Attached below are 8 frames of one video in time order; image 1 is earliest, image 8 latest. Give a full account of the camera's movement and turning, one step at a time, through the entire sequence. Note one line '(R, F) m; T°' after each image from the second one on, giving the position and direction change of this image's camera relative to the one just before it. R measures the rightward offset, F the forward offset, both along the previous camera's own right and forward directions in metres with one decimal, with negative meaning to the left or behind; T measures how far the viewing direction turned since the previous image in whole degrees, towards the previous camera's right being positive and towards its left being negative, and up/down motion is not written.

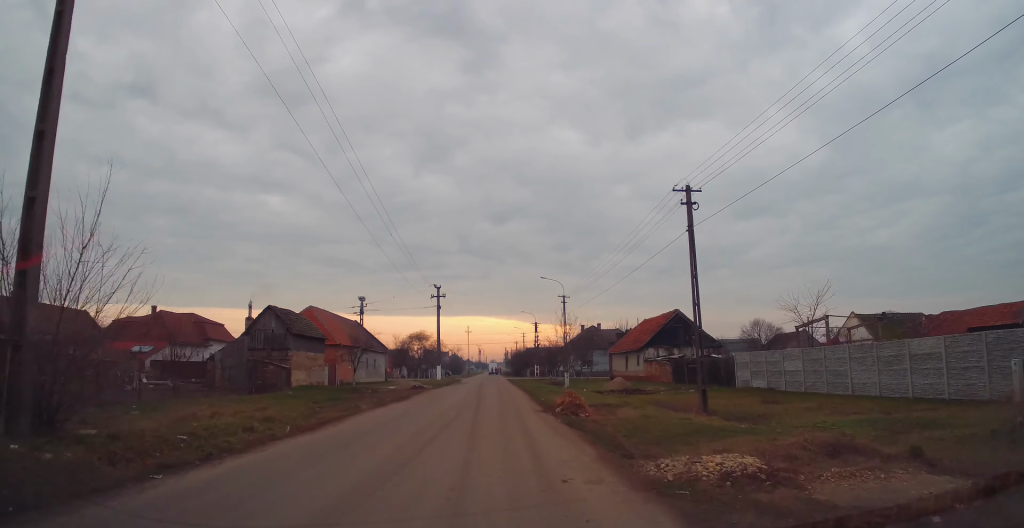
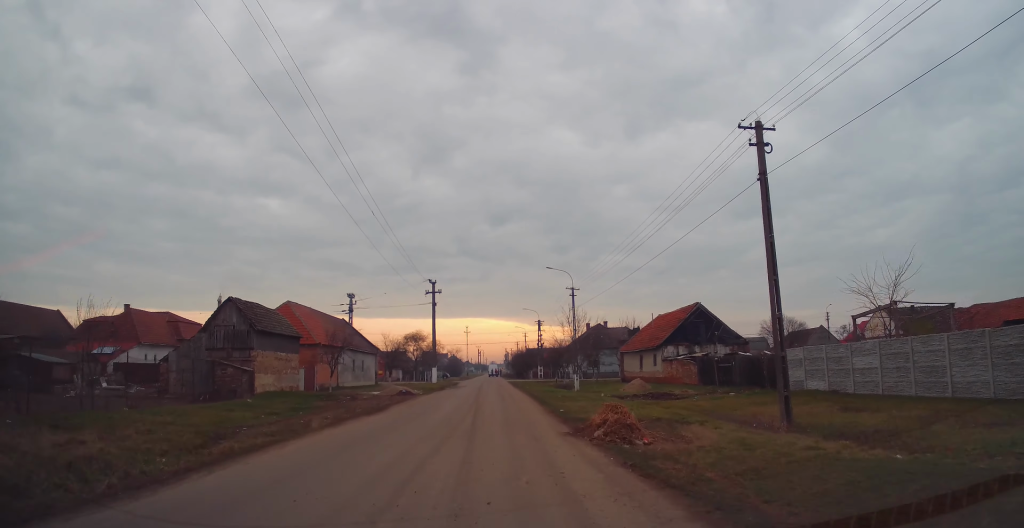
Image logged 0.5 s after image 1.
(-0.2, +6.4) m; +1°
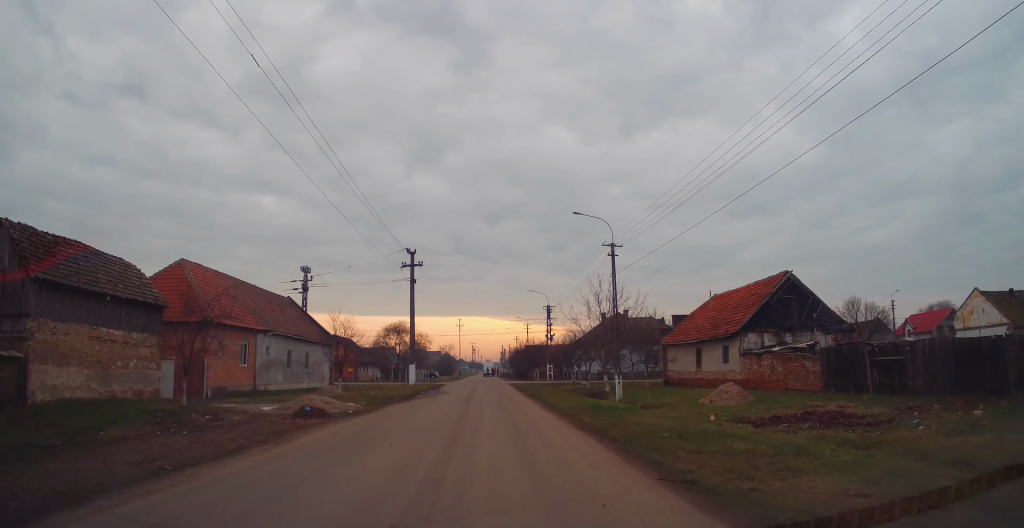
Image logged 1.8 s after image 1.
(+0.6, +18.0) m; +1°
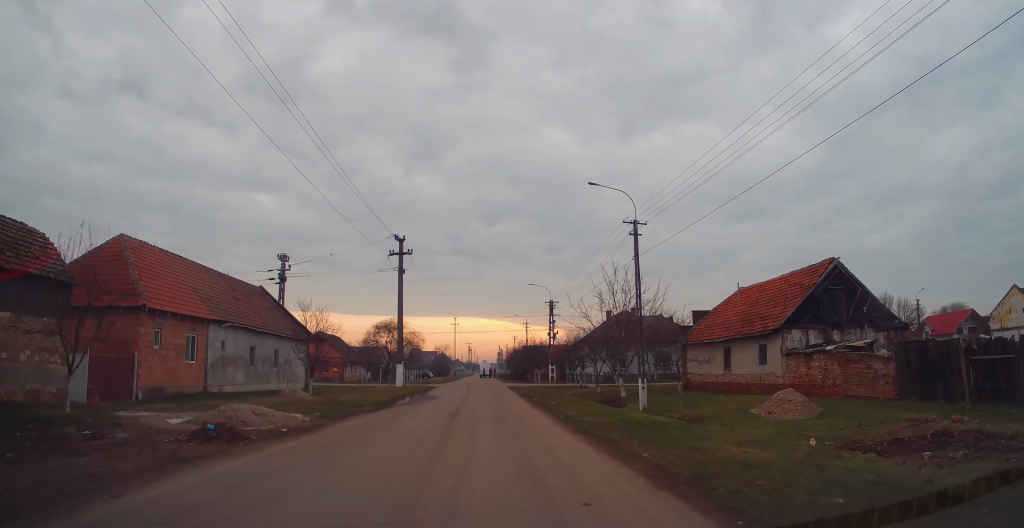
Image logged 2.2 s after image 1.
(-0.1, +6.0) m; -1°
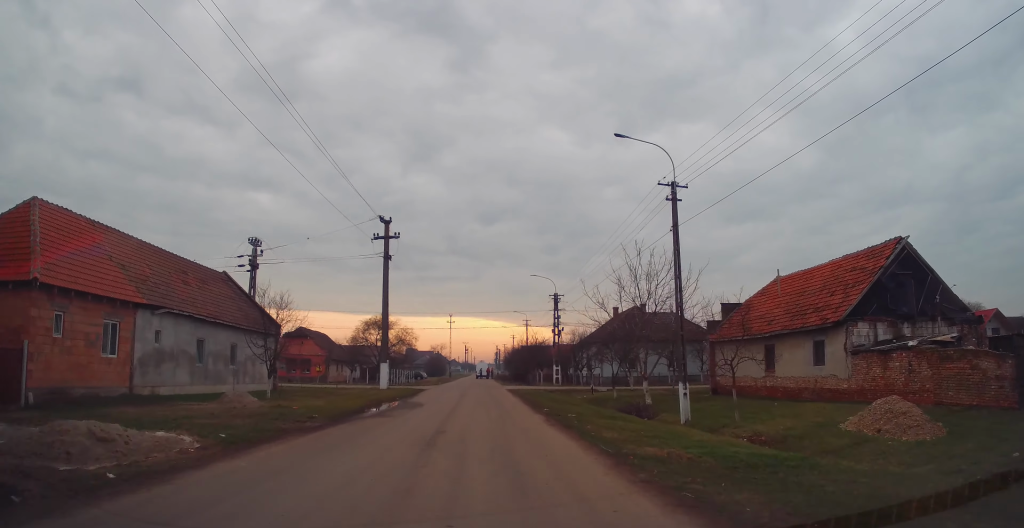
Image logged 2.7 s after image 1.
(0.0, +6.4) m; -1°
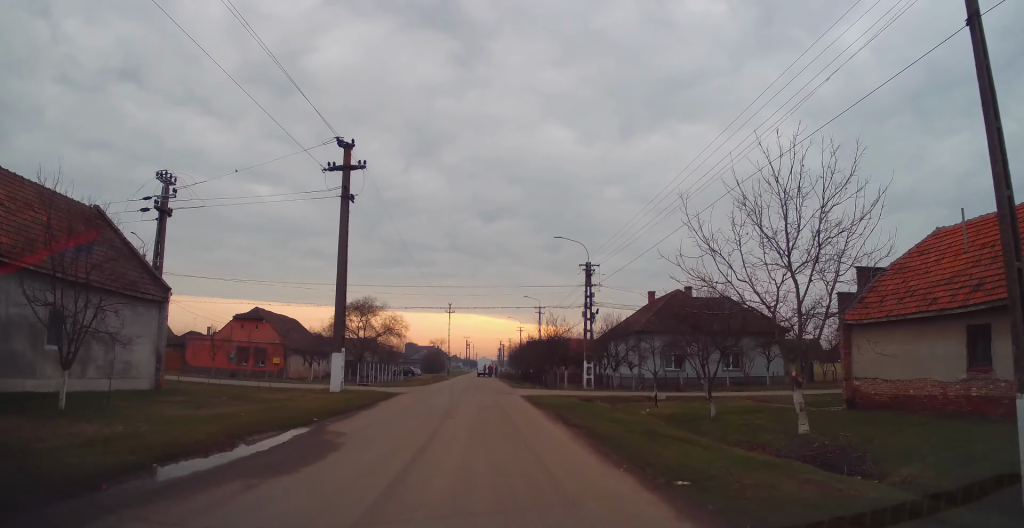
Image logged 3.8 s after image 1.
(-0.1, +15.1) m; -1°
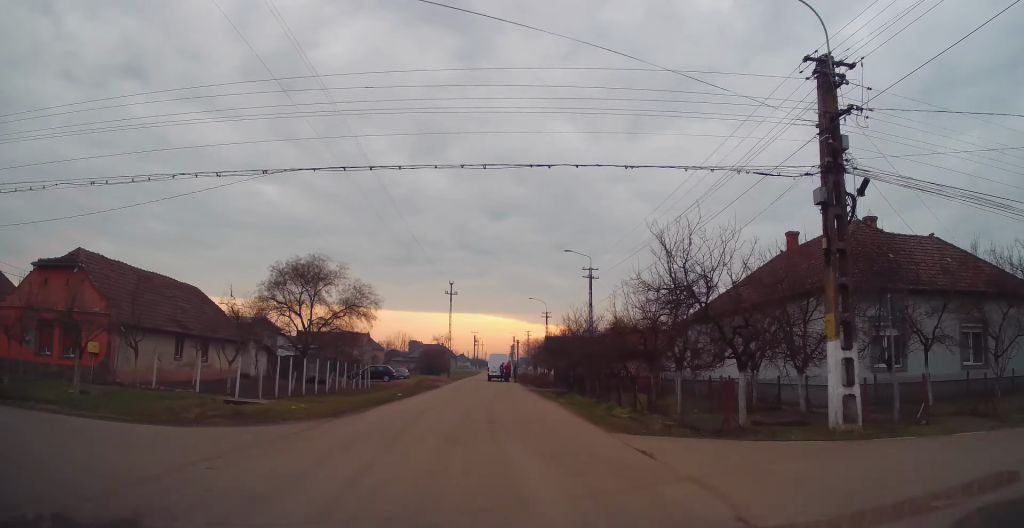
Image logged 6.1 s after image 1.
(0.0, +28.7) m; 0°
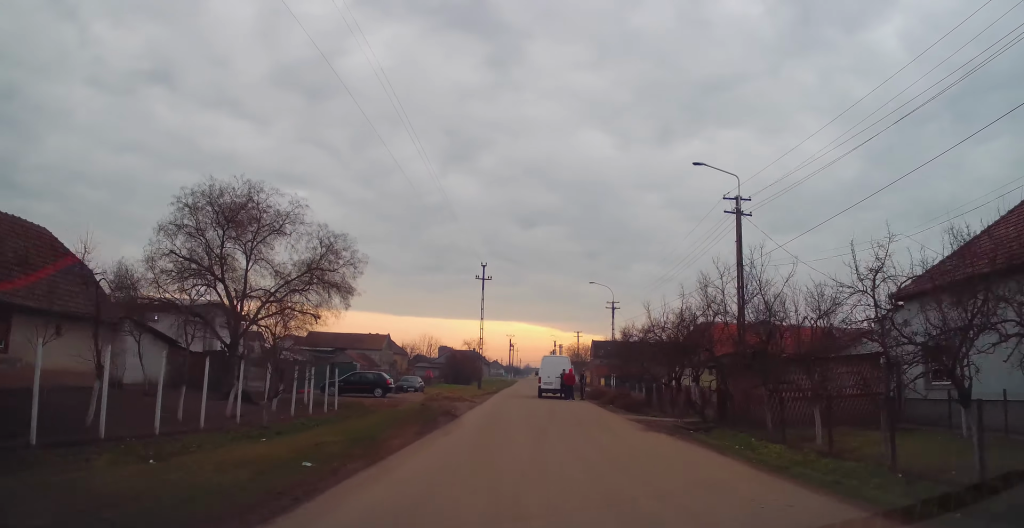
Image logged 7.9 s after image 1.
(-0.5, +20.9) m; -3°
